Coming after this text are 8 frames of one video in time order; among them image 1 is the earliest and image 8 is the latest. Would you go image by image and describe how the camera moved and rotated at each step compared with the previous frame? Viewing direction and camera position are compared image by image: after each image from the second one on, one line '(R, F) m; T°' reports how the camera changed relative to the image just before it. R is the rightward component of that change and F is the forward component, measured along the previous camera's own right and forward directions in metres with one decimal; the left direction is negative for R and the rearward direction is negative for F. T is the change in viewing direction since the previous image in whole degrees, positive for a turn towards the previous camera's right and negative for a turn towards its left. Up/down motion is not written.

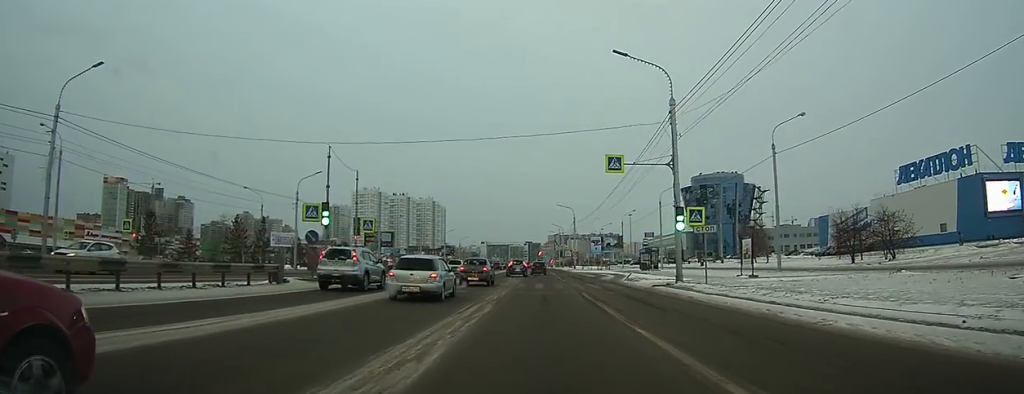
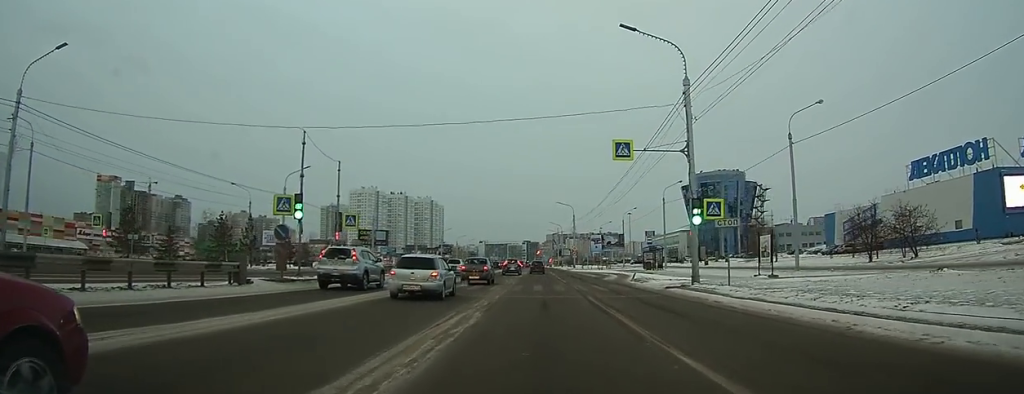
(0.0, +3.2) m; 0°
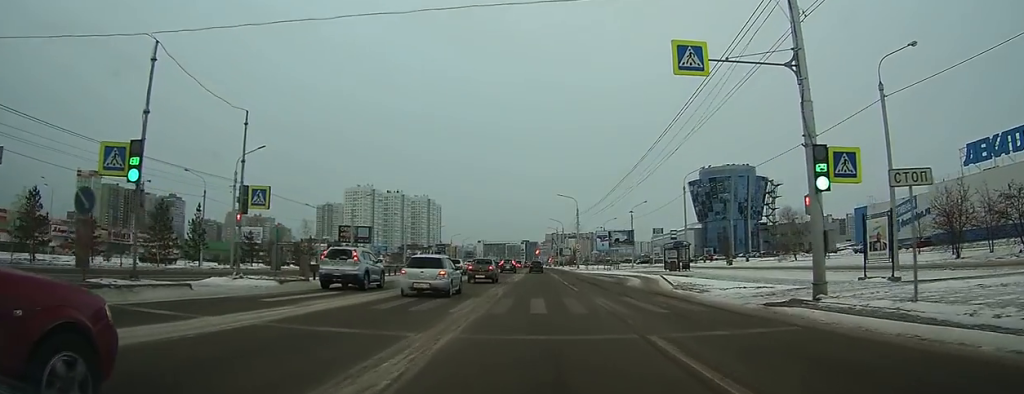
(+0.3, +11.5) m; +2°
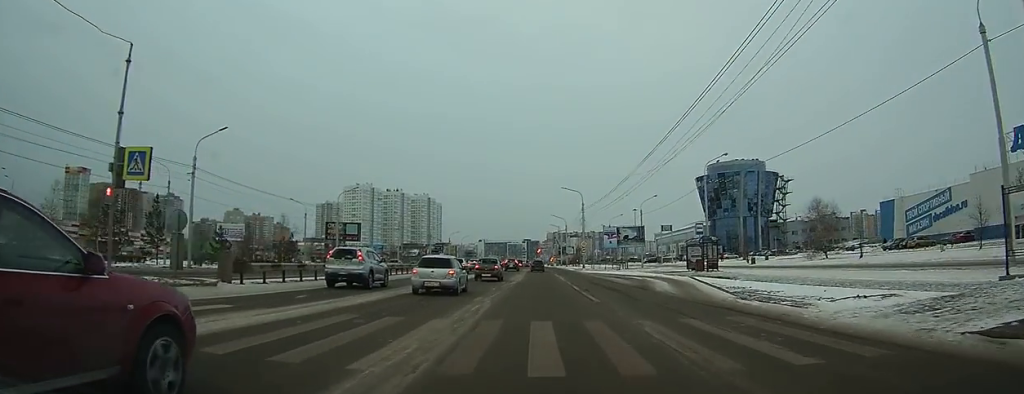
(0.0, +7.9) m; 0°
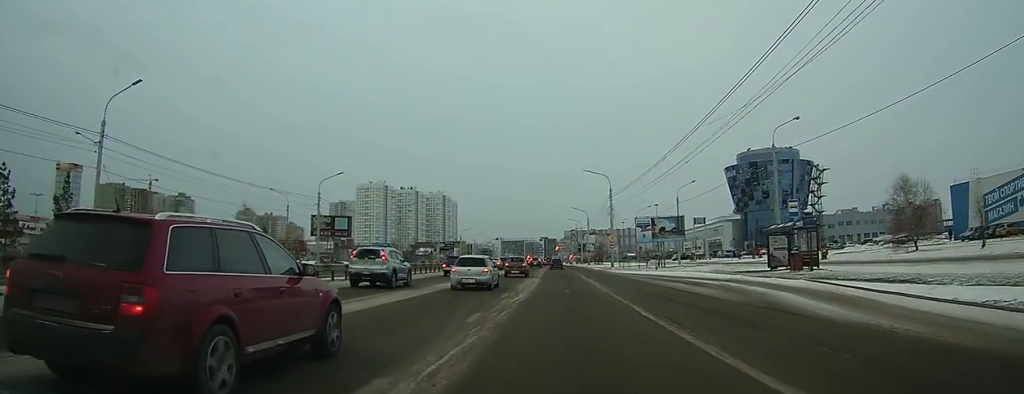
(-0.1, +14.6) m; 0°
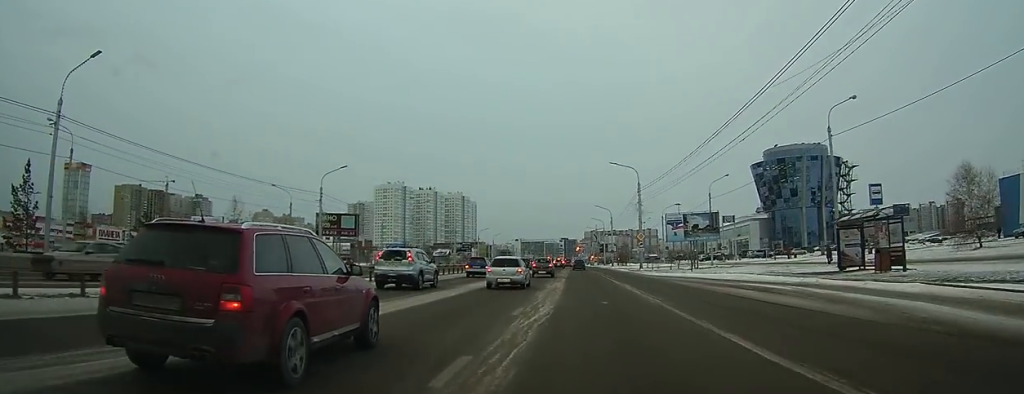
(0.0, +6.2) m; 0°
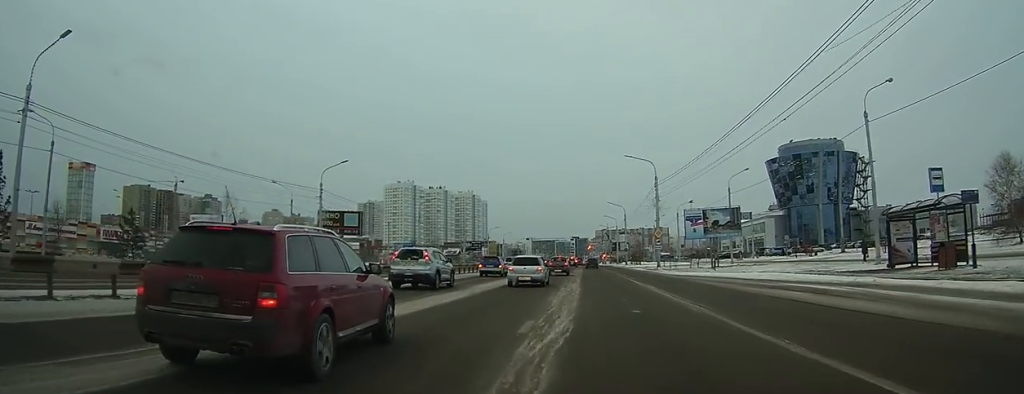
(0.0, +3.5) m; 0°
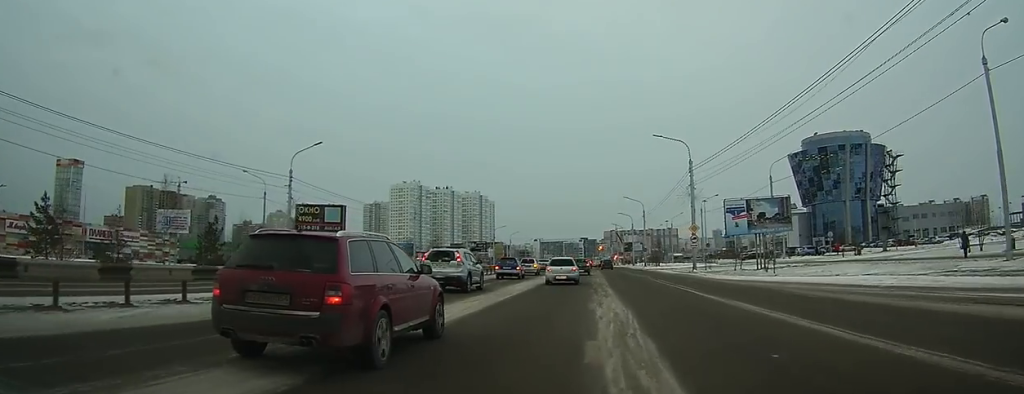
(0.0, +10.6) m; -1°
